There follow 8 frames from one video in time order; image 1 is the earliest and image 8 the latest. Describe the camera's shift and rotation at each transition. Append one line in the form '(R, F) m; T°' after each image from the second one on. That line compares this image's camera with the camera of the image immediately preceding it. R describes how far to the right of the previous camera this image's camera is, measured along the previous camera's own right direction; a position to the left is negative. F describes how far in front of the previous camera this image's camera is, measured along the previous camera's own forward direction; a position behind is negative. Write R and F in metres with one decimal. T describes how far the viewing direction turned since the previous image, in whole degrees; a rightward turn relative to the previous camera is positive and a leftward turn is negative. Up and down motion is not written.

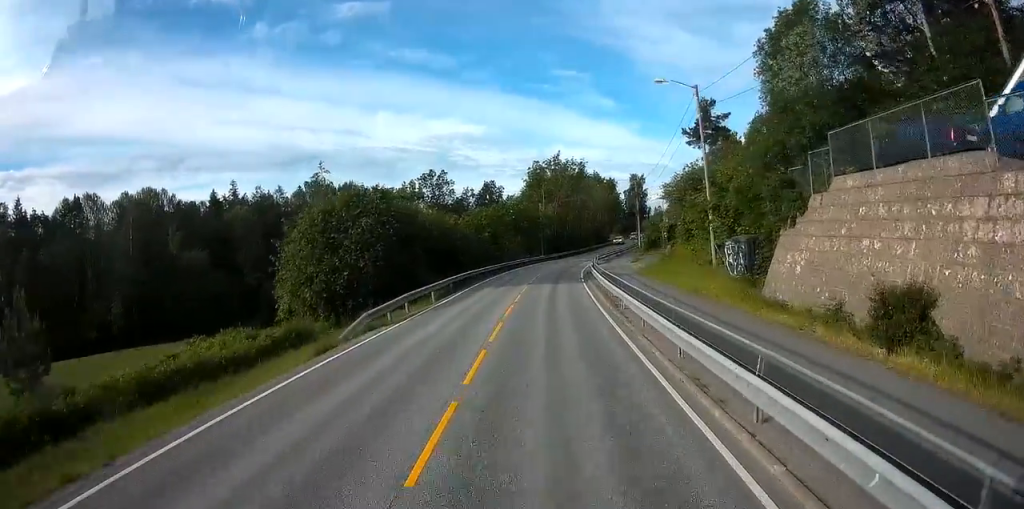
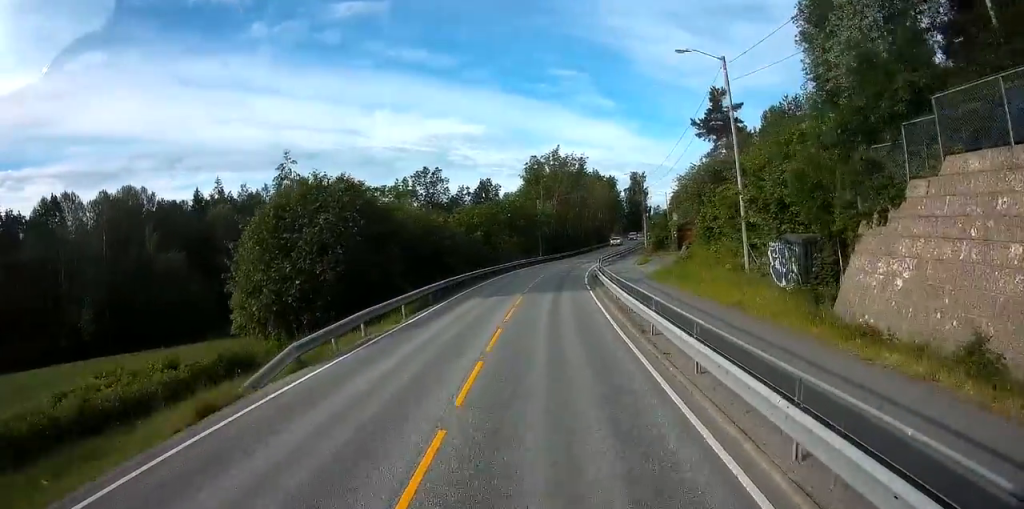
(0.0, +5.1) m; 0°
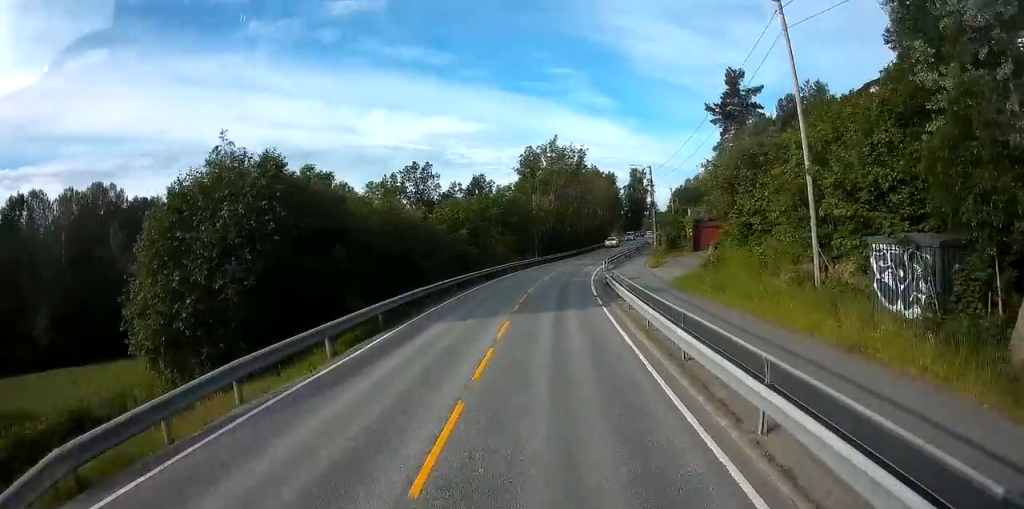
(0.0, +6.9) m; 0°
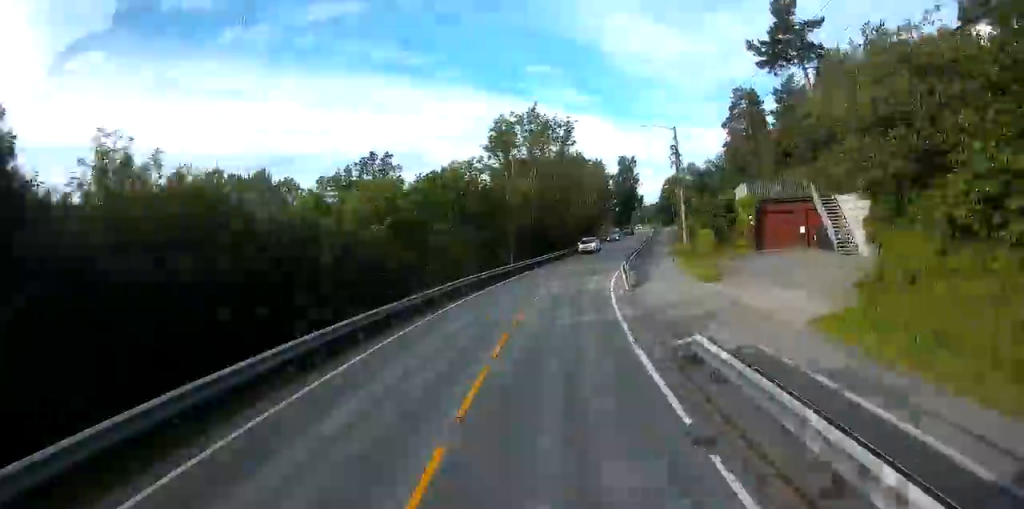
(+0.2, +17.5) m; +2°
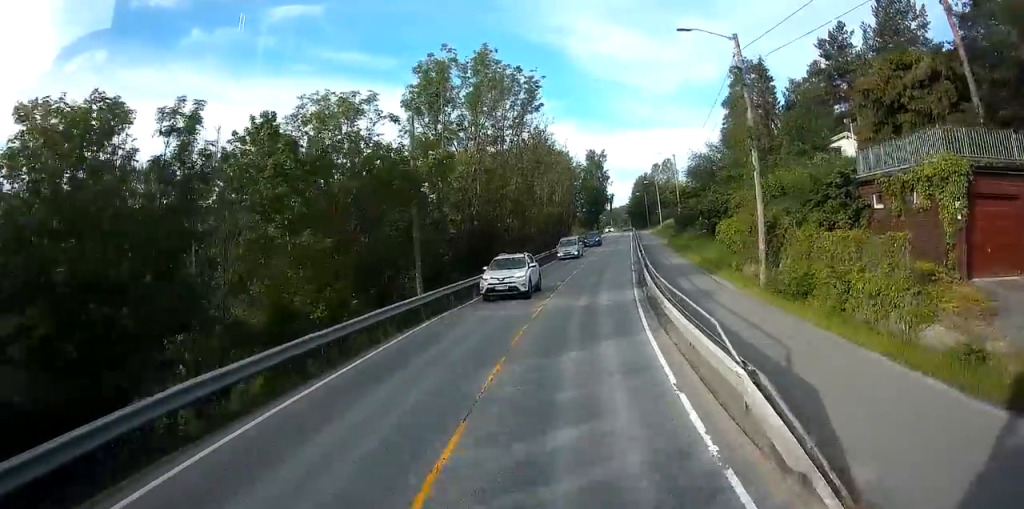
(+0.4, +18.8) m; +3°
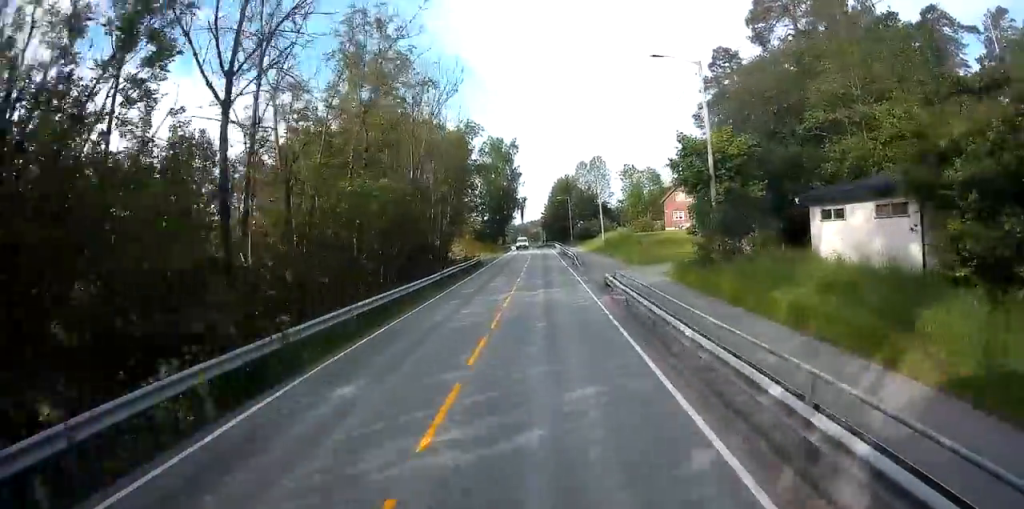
(+2.5, +38.1) m; +8°
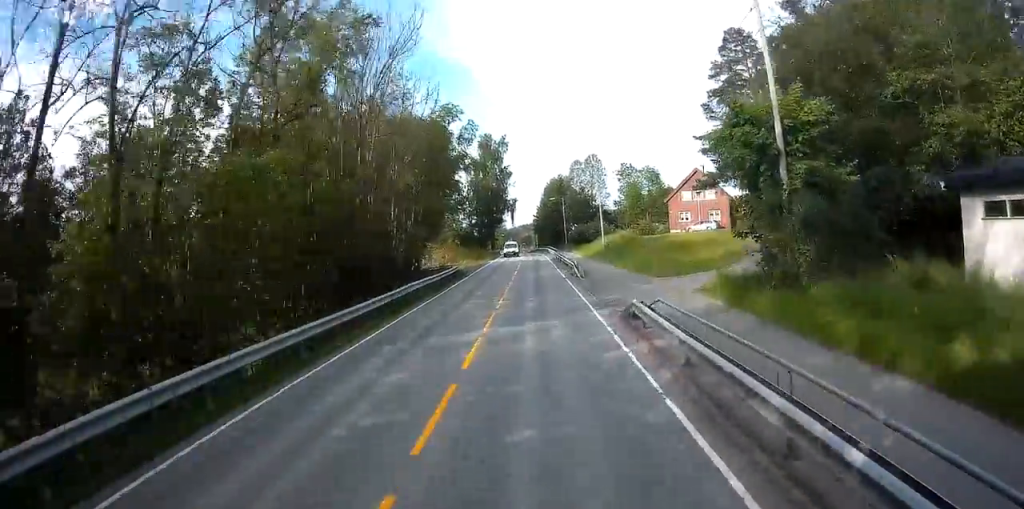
(+0.3, +7.9) m; +2°
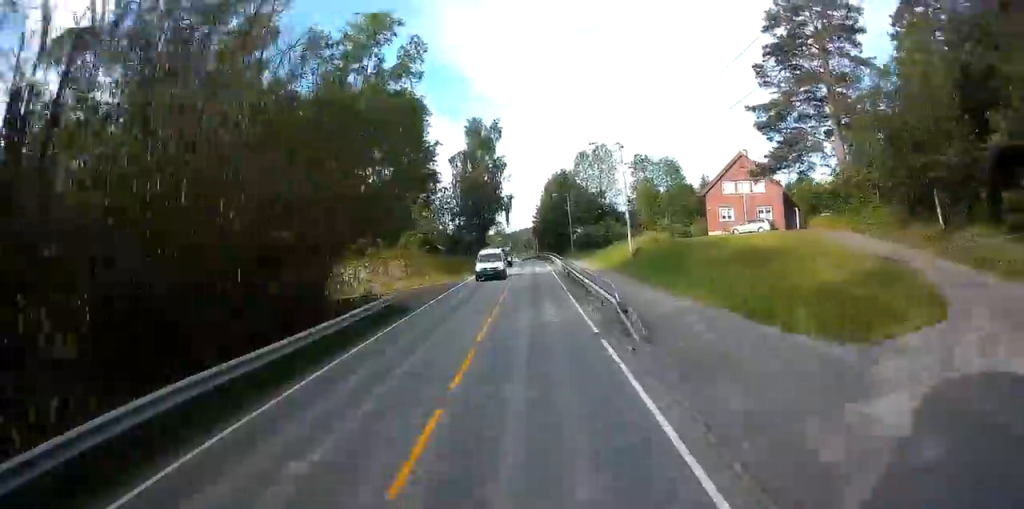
(0.0, +17.2) m; -1°
